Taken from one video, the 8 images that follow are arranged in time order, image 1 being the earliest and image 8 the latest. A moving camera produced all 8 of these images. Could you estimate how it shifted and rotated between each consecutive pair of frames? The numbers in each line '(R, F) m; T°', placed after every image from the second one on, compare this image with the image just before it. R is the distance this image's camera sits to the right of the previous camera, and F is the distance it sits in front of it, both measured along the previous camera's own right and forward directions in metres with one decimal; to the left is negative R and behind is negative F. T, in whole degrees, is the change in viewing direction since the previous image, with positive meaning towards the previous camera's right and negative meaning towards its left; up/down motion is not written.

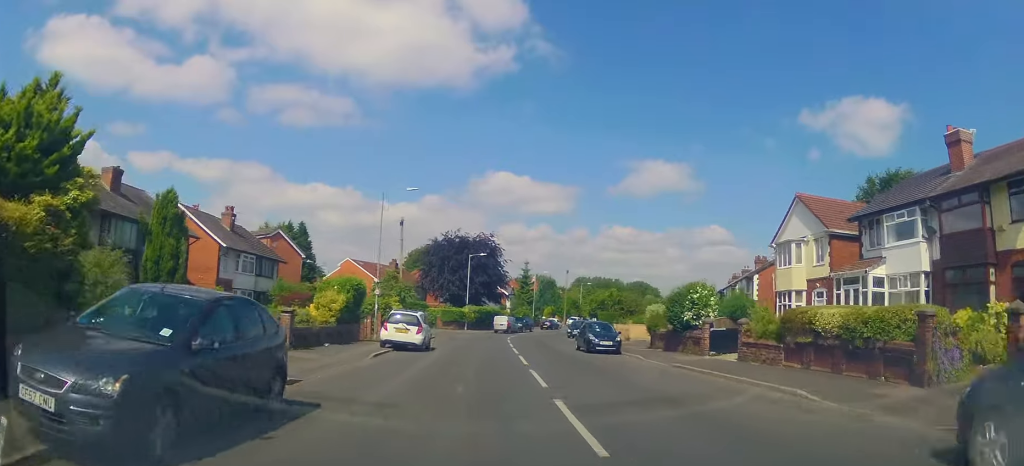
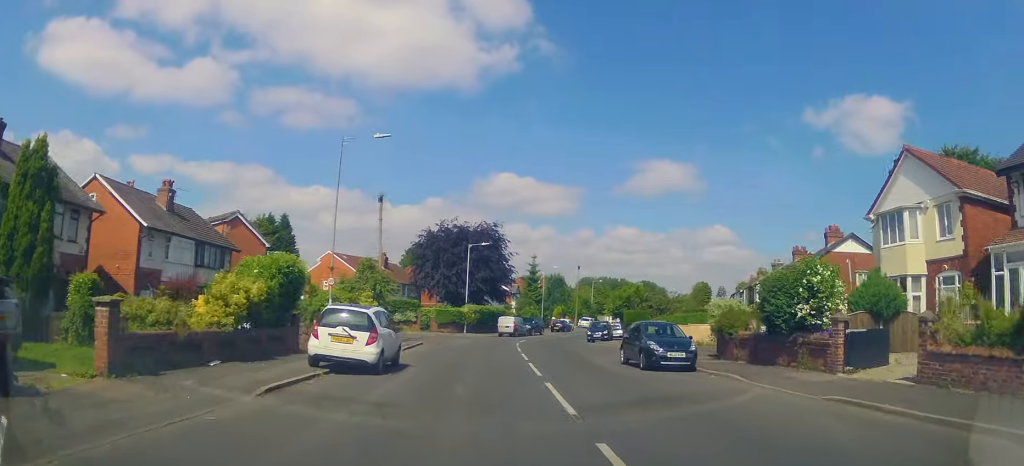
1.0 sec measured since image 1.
(0.0, +9.7) m; 0°
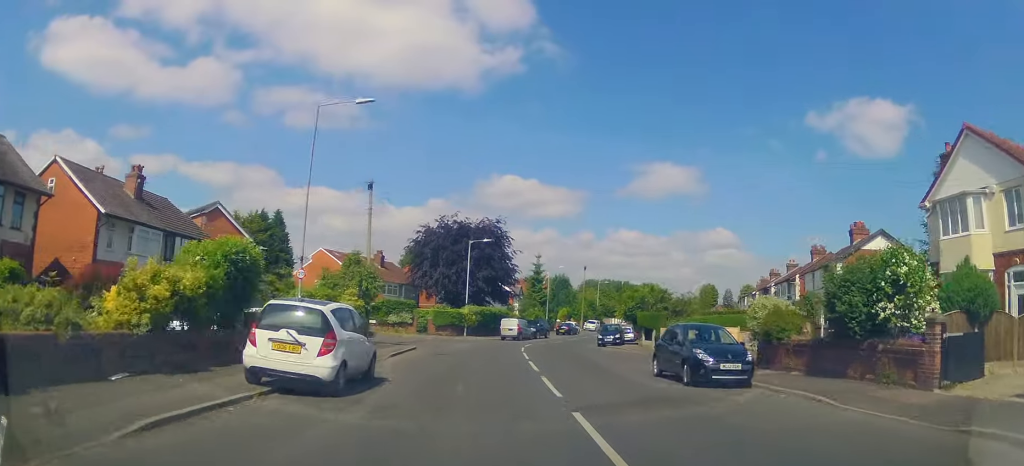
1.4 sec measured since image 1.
(0.0, +3.9) m; 0°
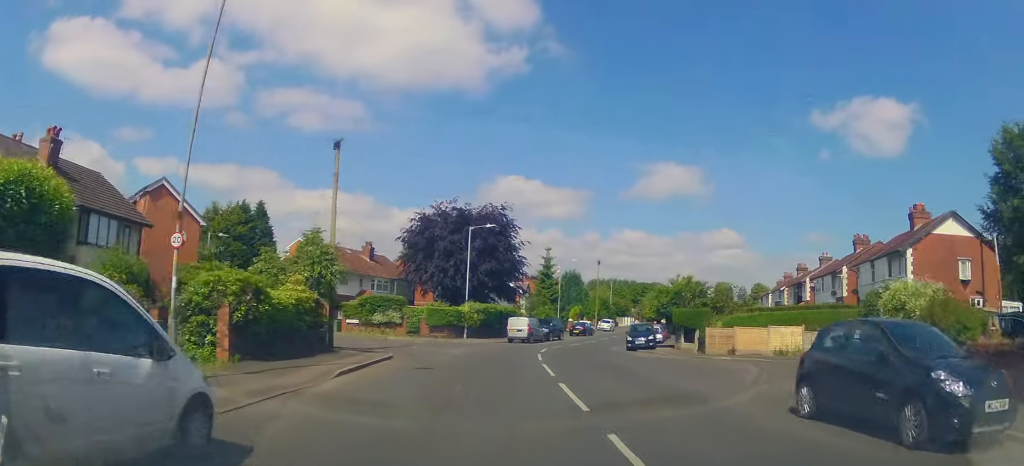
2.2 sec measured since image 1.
(0.0, +7.9) m; +2°
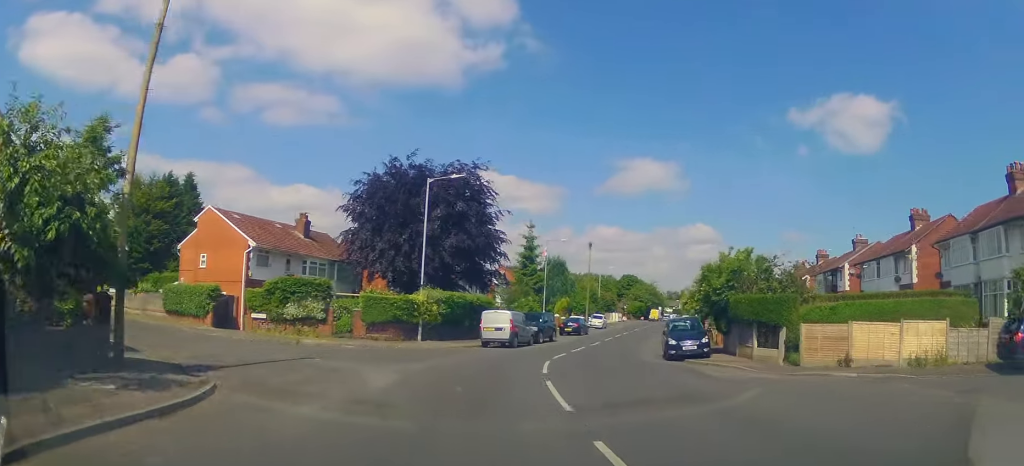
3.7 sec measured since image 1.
(+0.7, +12.9) m; +3°
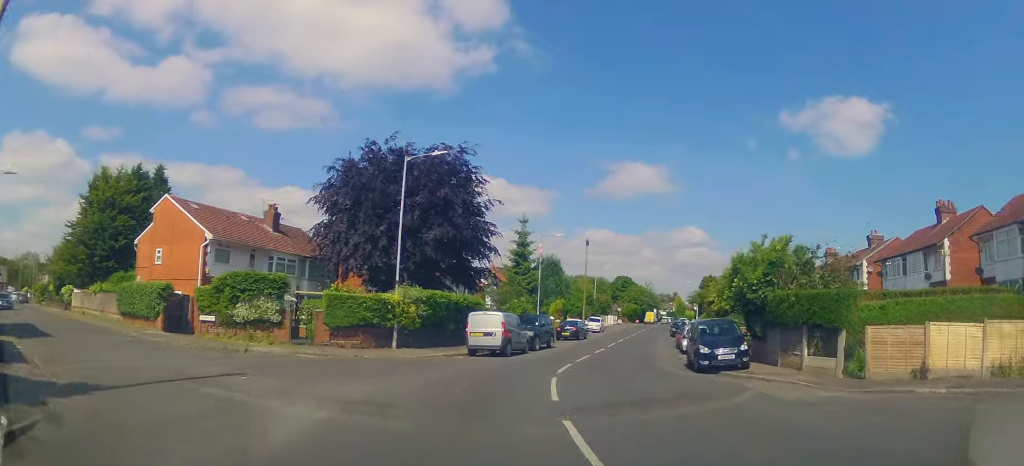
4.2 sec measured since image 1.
(-0.2, +4.5) m; +1°
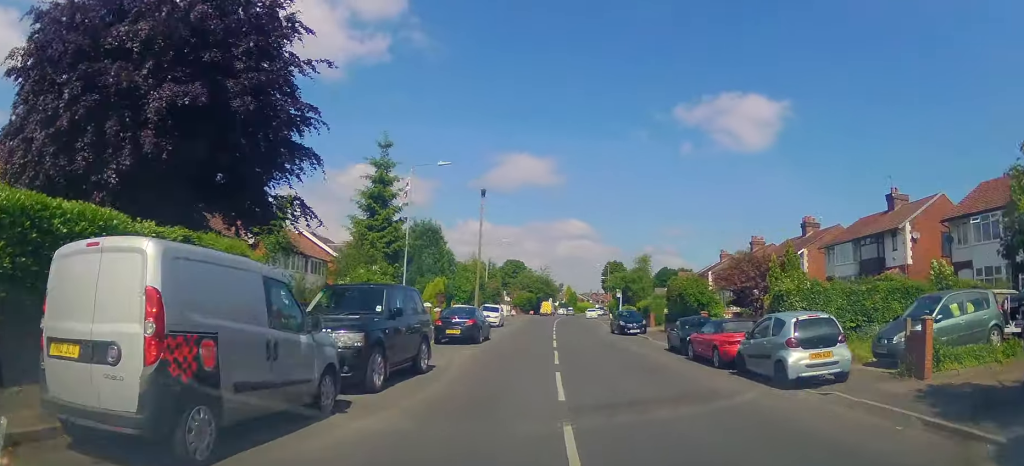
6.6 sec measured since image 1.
(+1.3, +19.6) m; +9°
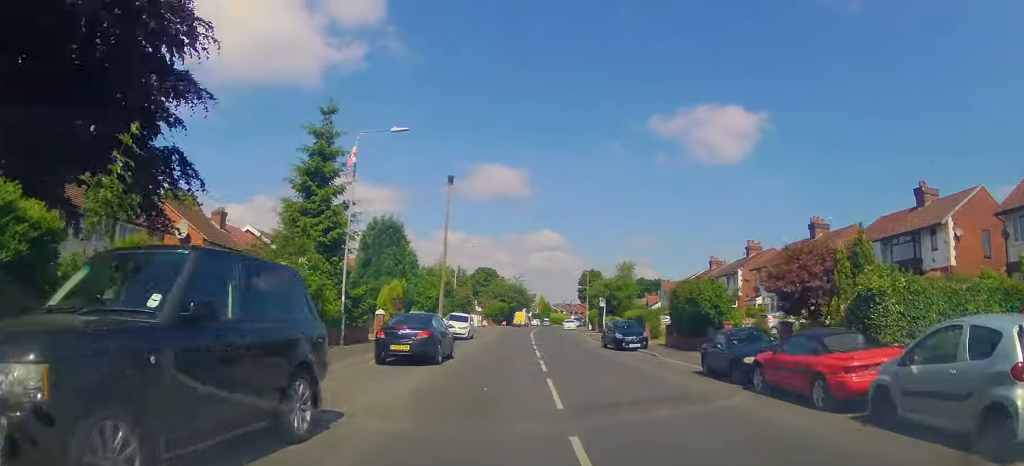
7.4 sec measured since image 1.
(+0.4, +6.4) m; +5°
